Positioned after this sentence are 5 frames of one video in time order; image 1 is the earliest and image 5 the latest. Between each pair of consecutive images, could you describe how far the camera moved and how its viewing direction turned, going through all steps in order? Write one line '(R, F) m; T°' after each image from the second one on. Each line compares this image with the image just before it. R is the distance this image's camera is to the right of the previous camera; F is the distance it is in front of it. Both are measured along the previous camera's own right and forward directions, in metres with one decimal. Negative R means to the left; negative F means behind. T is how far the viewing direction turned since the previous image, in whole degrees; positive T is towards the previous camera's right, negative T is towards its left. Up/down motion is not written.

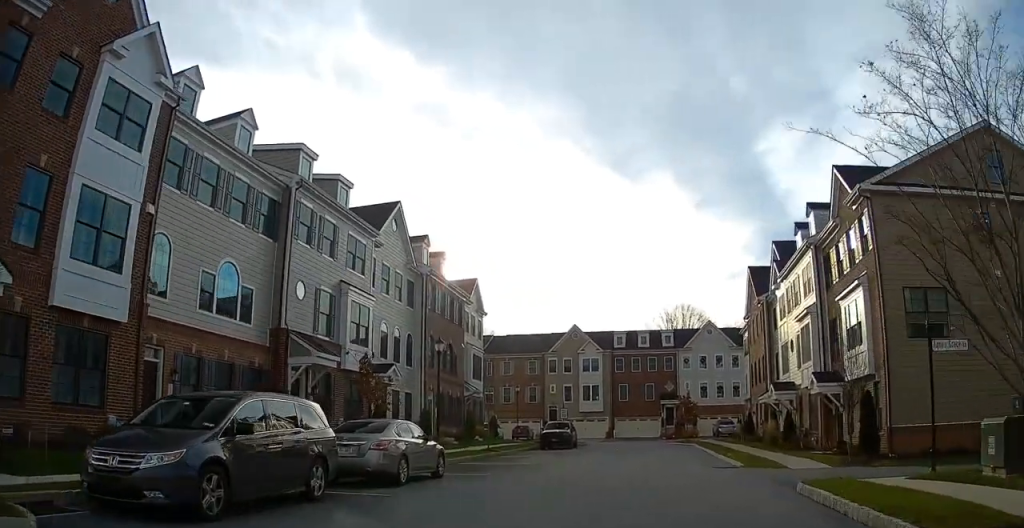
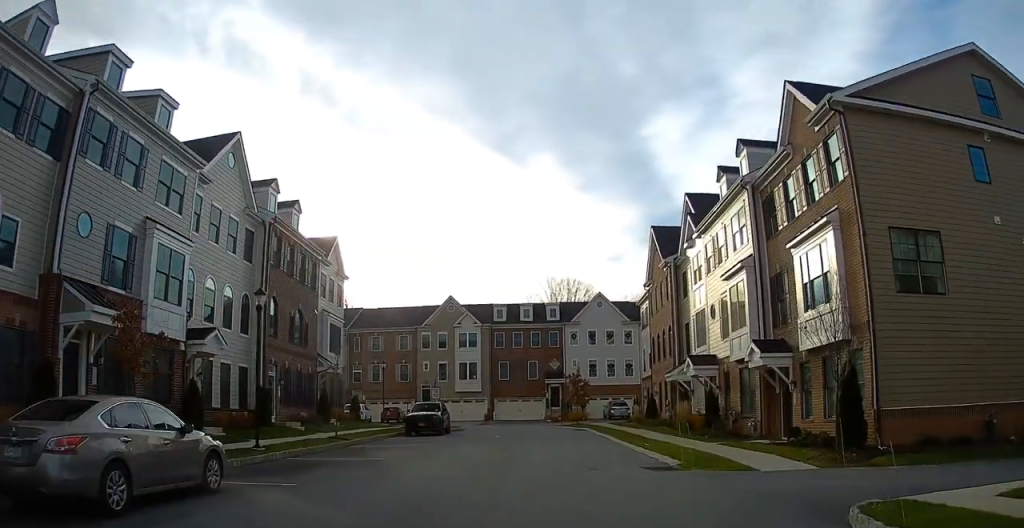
(+0.6, +6.8) m; +10°
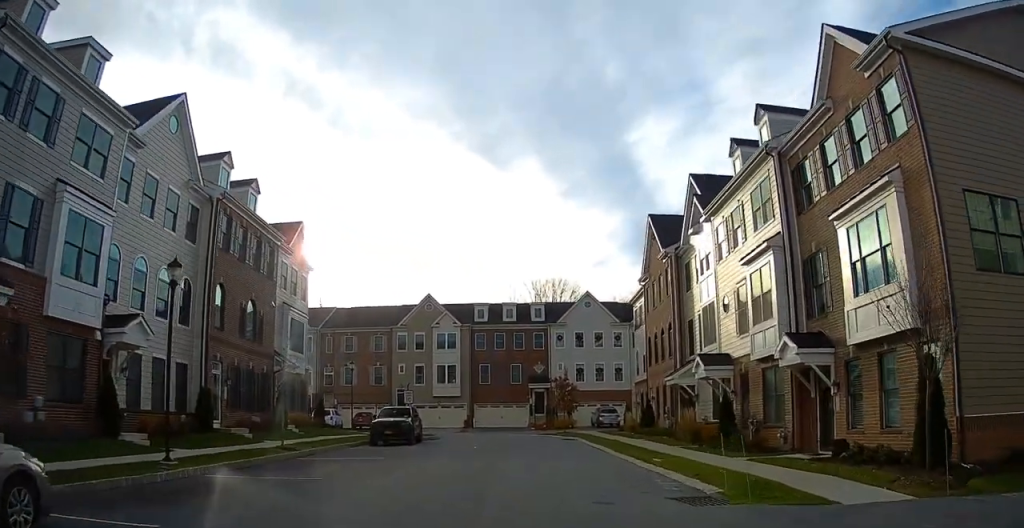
(+0.2, +4.3) m; +5°
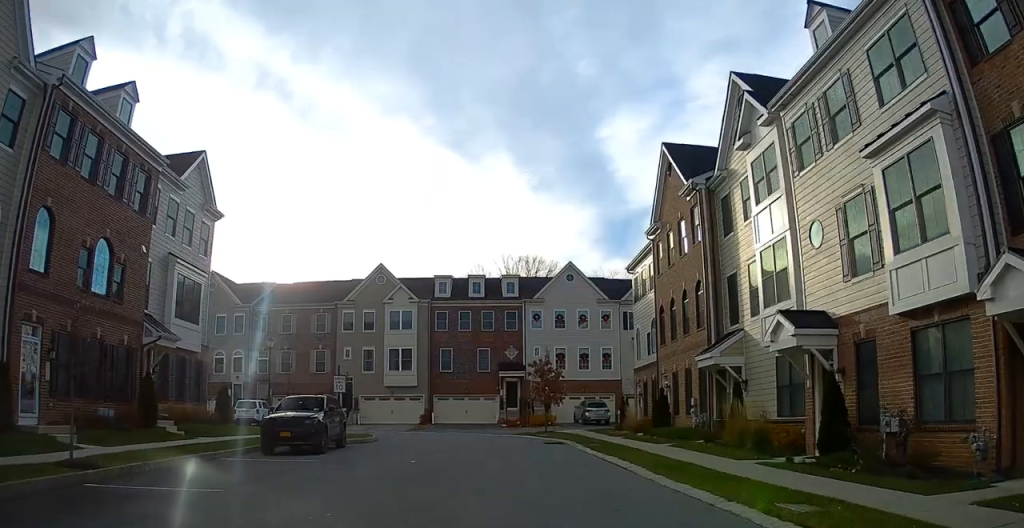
(+0.1, +10.5) m; -1°
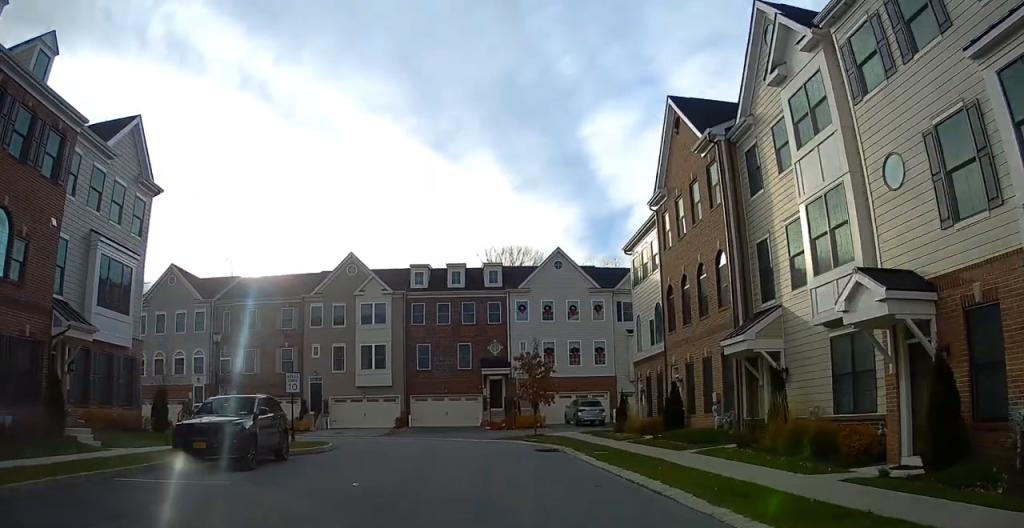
(0.0, +4.5) m; +2°
